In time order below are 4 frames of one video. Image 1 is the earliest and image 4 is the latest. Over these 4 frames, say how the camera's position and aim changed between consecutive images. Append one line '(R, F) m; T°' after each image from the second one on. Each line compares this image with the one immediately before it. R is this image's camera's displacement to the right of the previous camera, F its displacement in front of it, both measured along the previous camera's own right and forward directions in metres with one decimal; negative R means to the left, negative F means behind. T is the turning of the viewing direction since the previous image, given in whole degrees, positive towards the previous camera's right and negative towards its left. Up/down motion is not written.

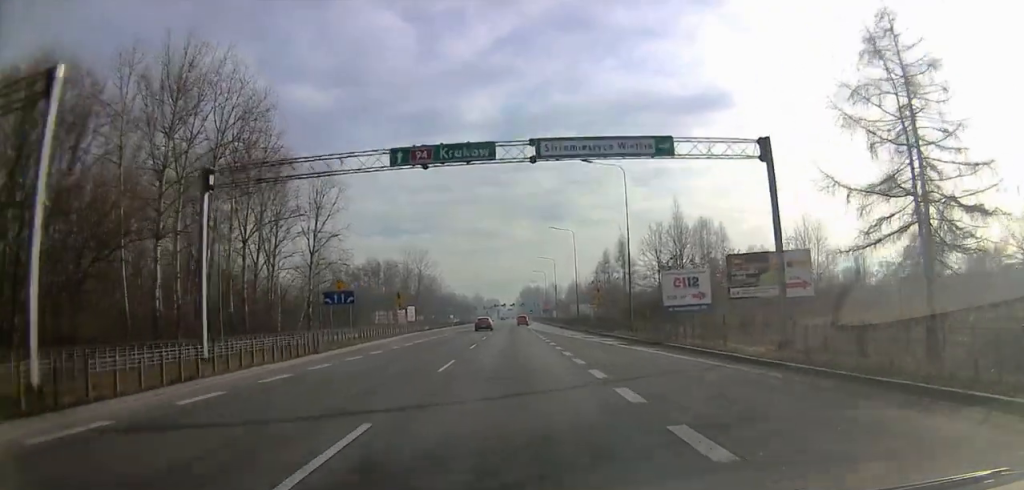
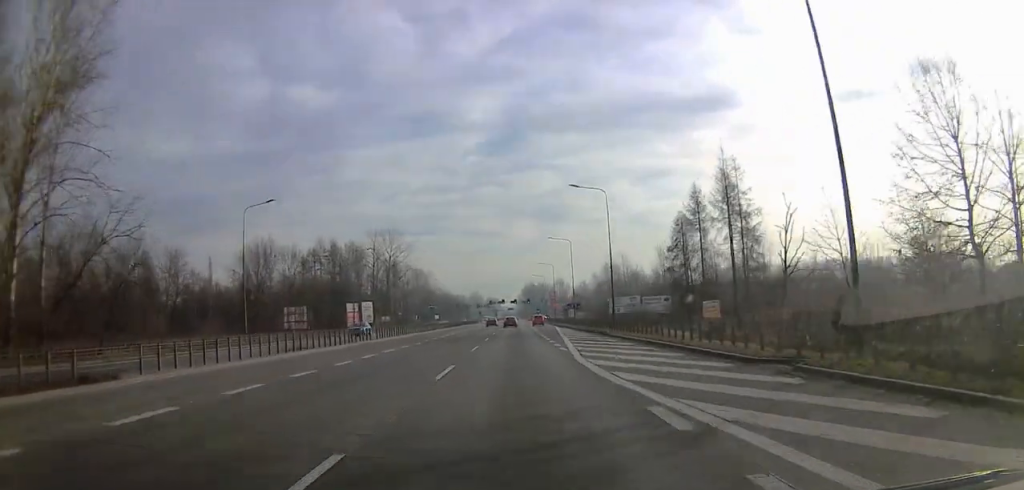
(-0.9, +64.5) m; -1°
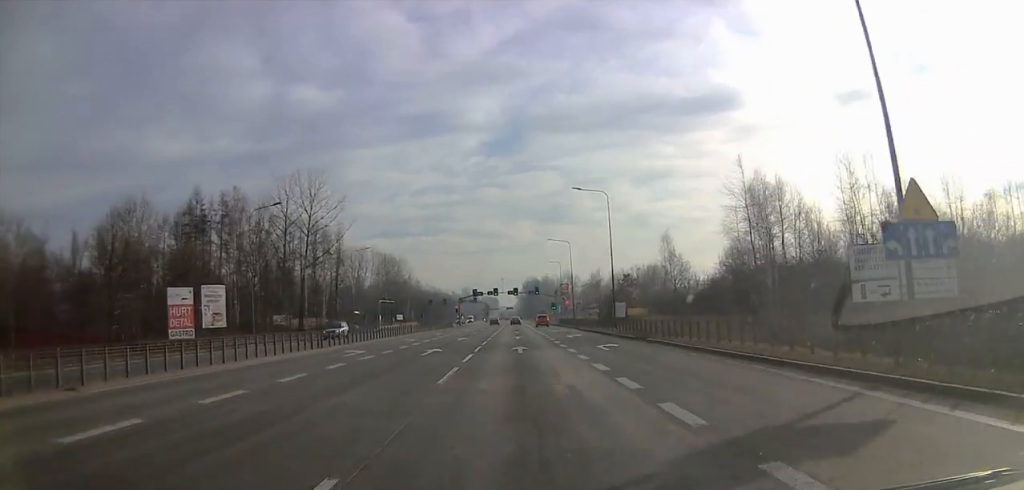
(+1.2, +72.6) m; +1°
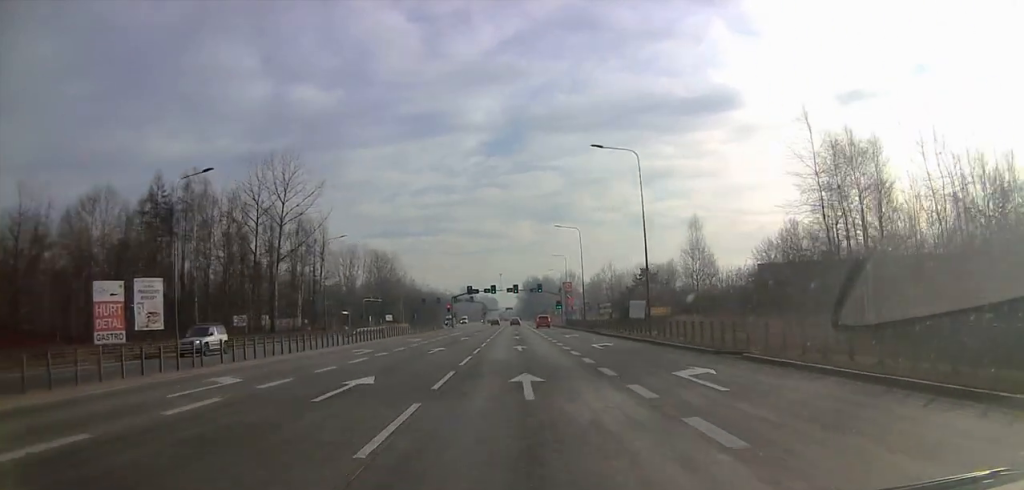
(-0.2, +13.1) m; -1°
